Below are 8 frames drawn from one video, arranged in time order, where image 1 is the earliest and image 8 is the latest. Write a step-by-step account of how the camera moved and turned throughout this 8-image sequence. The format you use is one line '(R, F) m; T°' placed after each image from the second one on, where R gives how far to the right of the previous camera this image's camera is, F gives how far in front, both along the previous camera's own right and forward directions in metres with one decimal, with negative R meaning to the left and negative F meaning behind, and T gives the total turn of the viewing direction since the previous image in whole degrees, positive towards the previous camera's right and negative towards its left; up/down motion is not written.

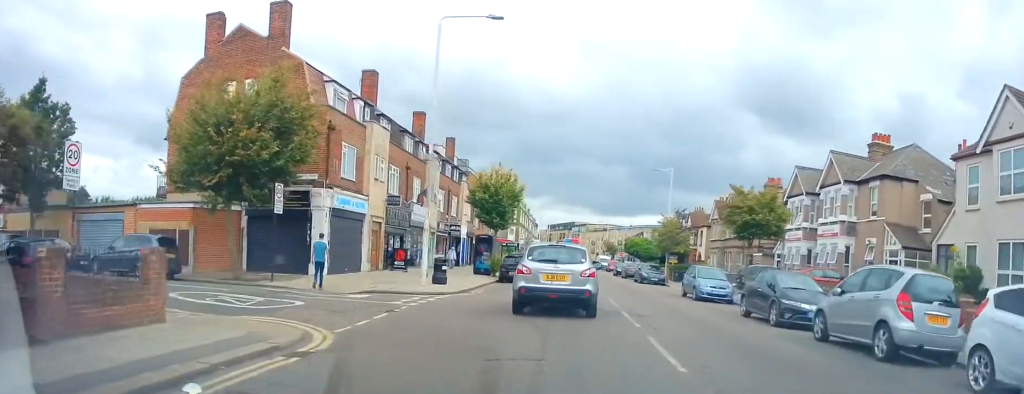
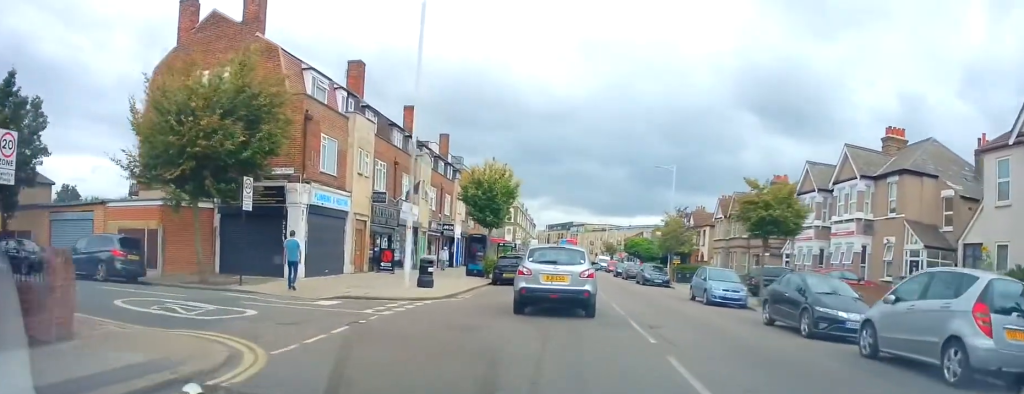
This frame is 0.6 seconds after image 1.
(0.0, +2.1) m; 0°
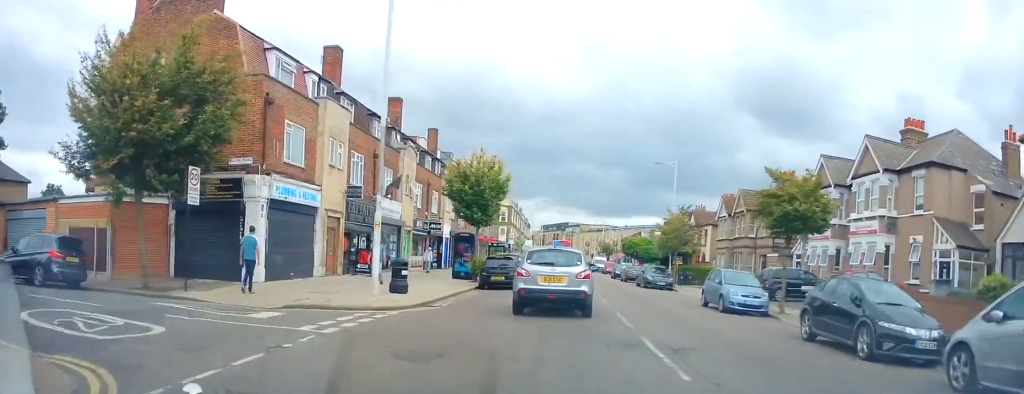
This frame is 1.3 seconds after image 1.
(0.0, +2.8) m; 0°
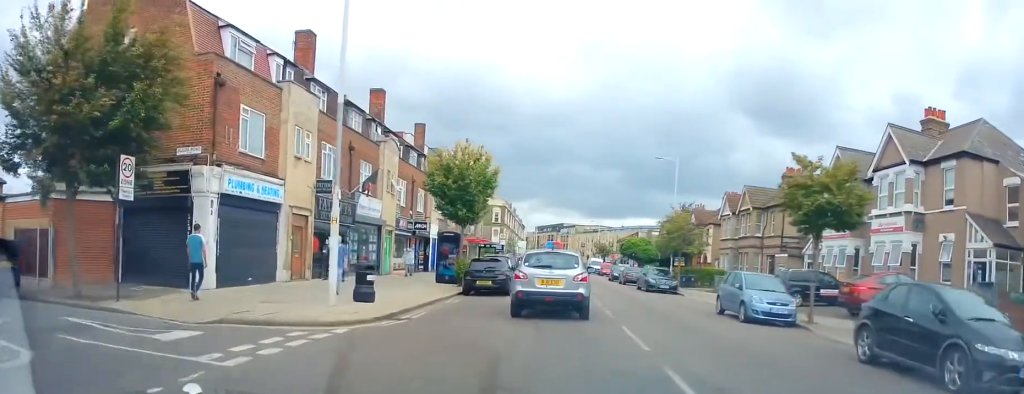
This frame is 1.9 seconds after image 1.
(0.0, +2.8) m; 0°
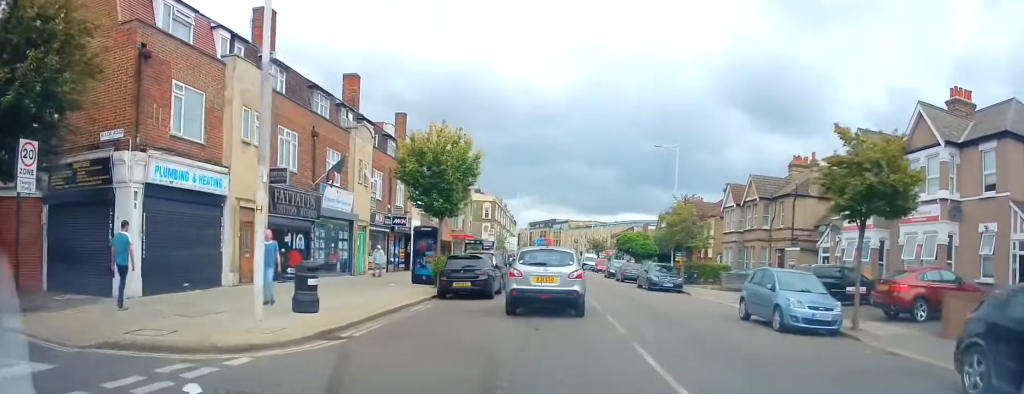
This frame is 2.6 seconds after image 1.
(0.0, +3.2) m; 0°
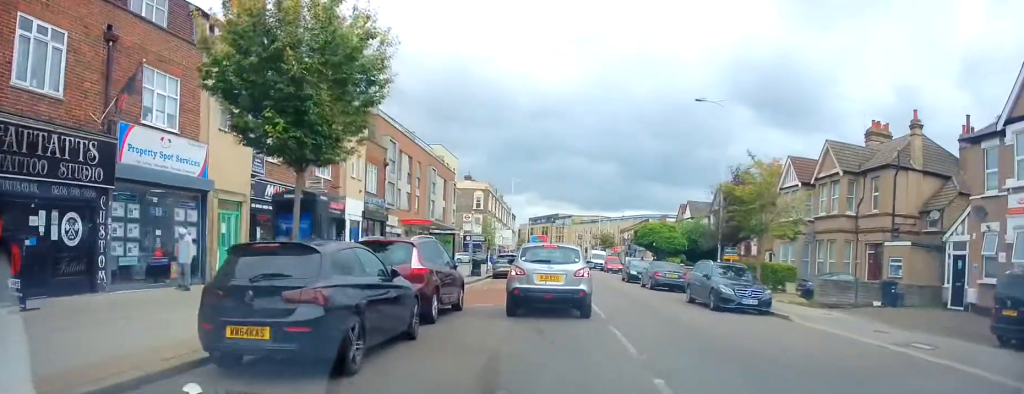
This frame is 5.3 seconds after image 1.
(0.0, +12.5) m; 0°
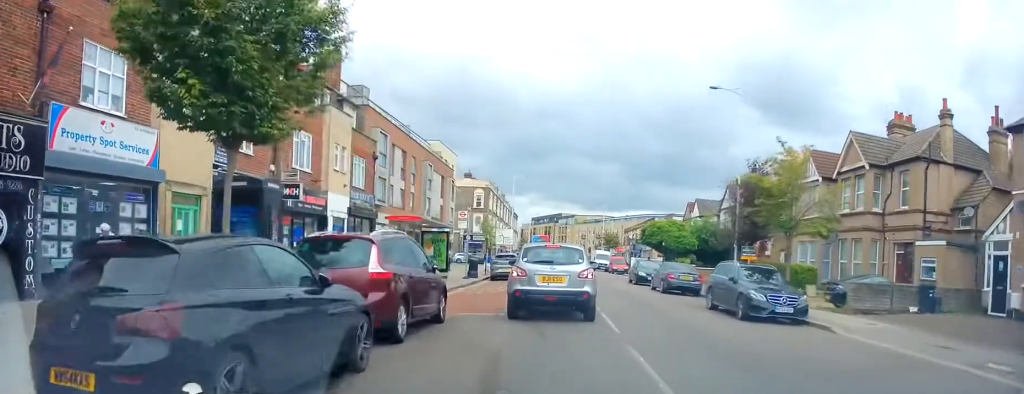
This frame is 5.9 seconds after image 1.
(0.0, +2.5) m; 0°
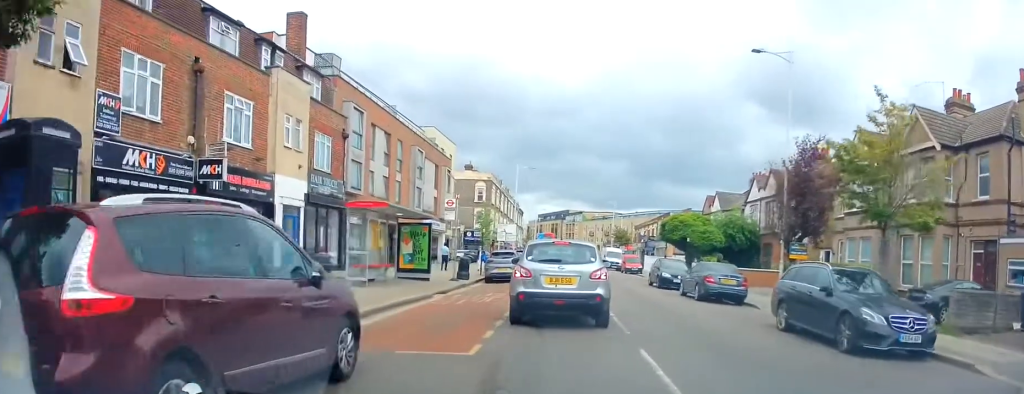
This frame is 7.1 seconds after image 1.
(0.0, +5.3) m; 0°
